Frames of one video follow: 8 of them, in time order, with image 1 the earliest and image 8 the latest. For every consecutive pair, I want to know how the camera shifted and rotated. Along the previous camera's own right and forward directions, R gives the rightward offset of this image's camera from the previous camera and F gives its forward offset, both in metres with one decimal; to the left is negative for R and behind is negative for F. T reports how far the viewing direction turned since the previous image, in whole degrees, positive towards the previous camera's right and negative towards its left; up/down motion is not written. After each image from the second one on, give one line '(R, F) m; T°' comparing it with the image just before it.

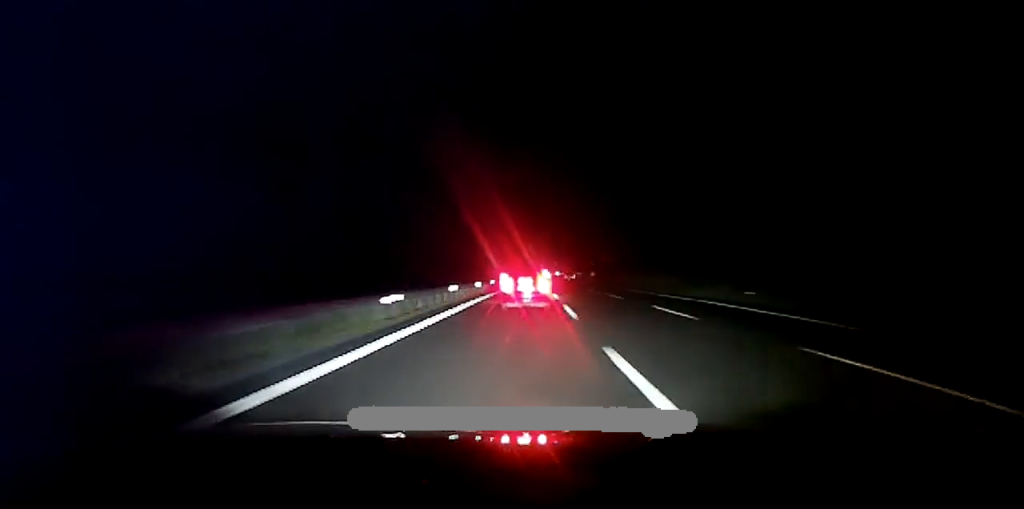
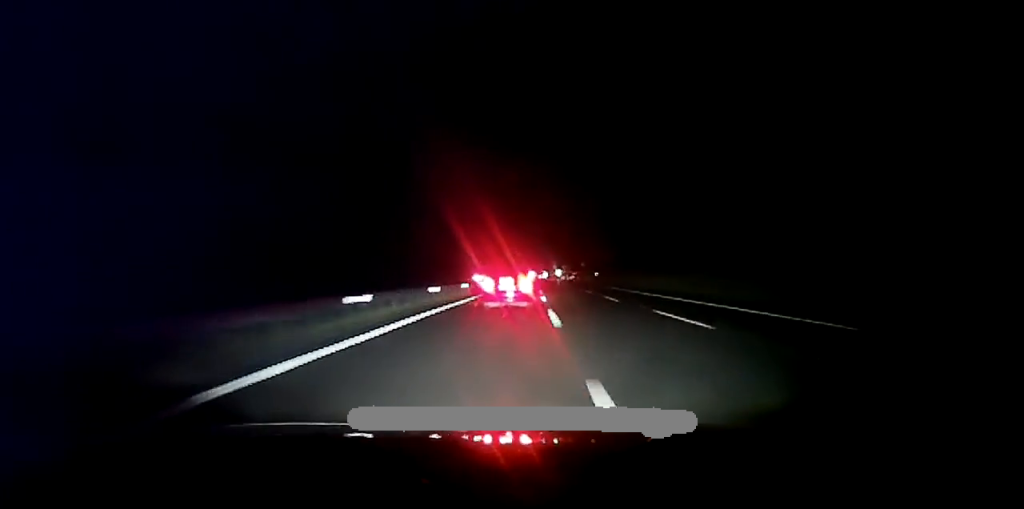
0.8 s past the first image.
(+0.4, +47.9) m; +1°
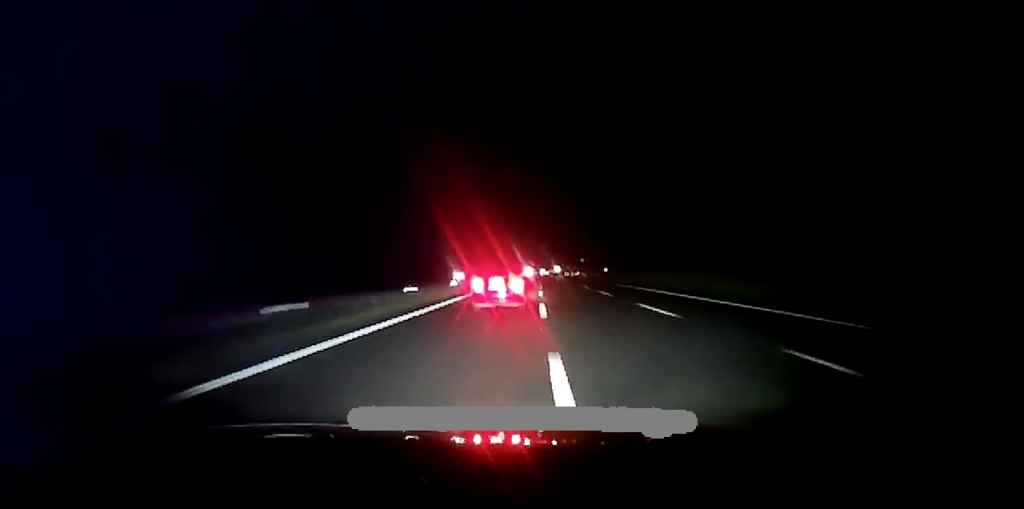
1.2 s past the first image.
(0.0, +27.7) m; +1°
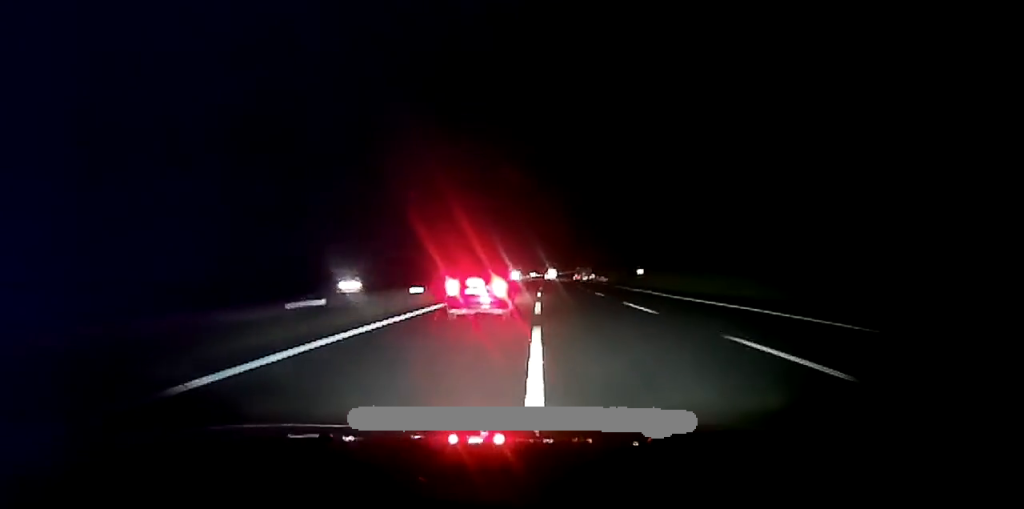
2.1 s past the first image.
(+0.8, +58.1) m; +1°
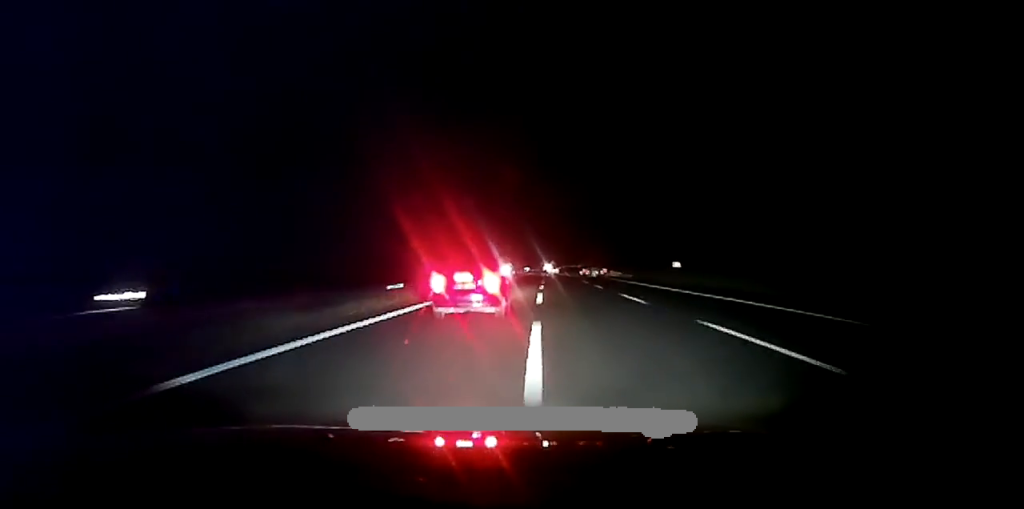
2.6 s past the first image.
(+0.2, +27.8) m; 0°
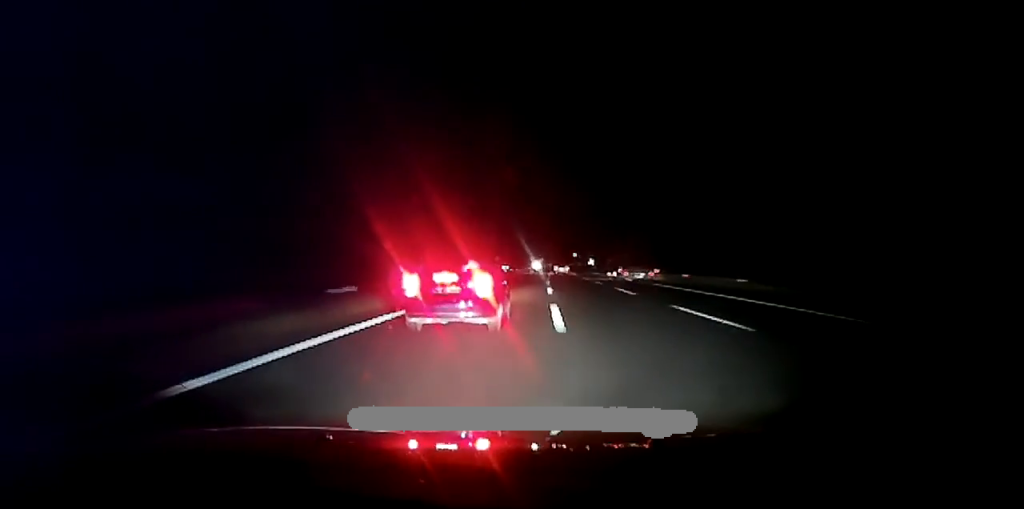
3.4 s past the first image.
(+0.5, +55.5) m; 0°
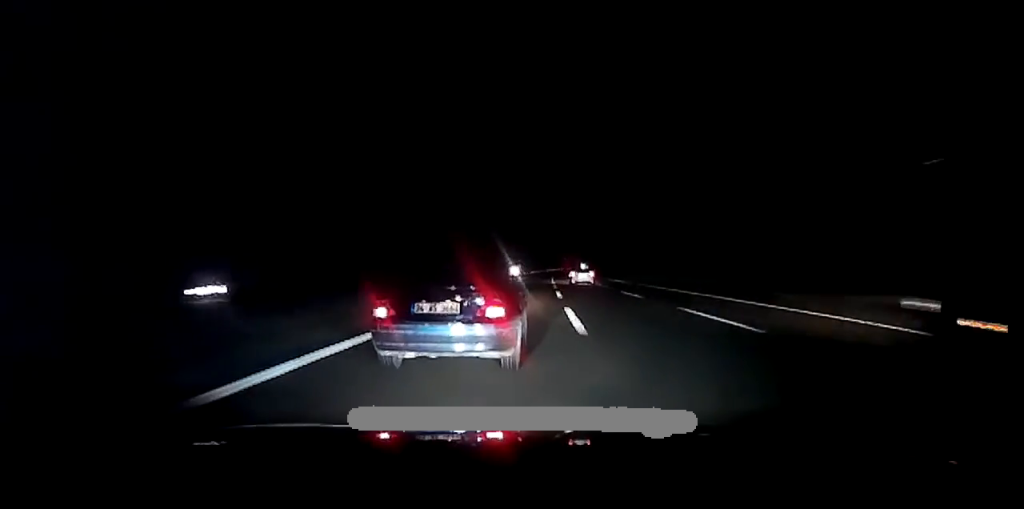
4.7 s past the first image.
(+0.1, +79.5) m; +1°
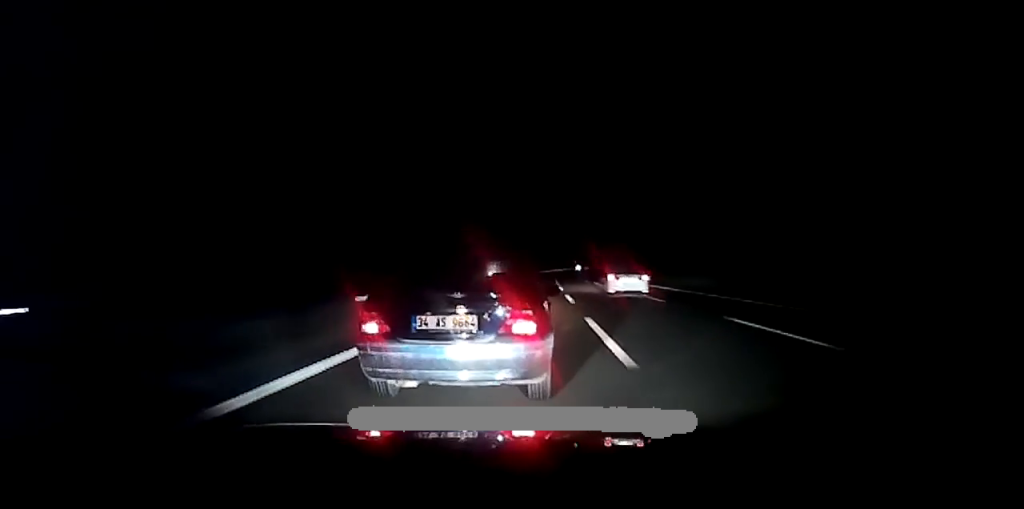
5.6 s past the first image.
(+0.3, +50.8) m; +1°
